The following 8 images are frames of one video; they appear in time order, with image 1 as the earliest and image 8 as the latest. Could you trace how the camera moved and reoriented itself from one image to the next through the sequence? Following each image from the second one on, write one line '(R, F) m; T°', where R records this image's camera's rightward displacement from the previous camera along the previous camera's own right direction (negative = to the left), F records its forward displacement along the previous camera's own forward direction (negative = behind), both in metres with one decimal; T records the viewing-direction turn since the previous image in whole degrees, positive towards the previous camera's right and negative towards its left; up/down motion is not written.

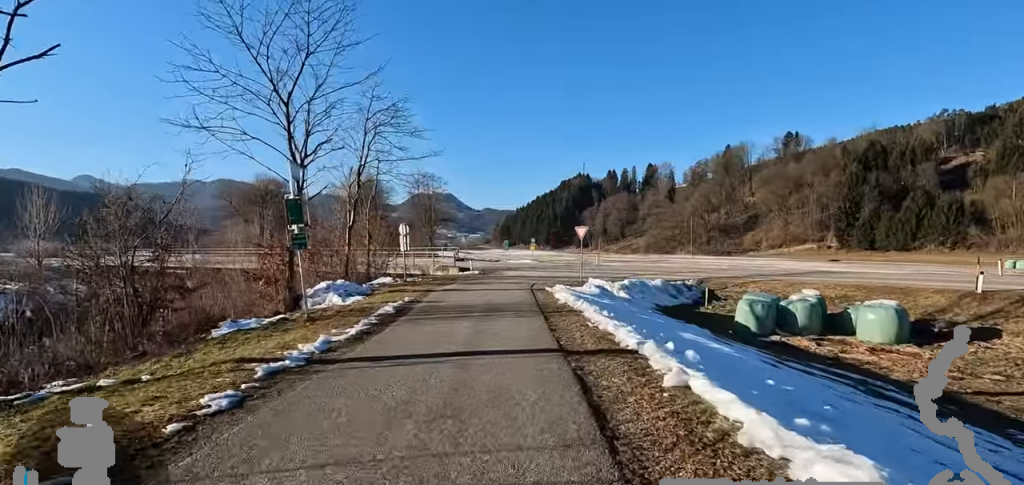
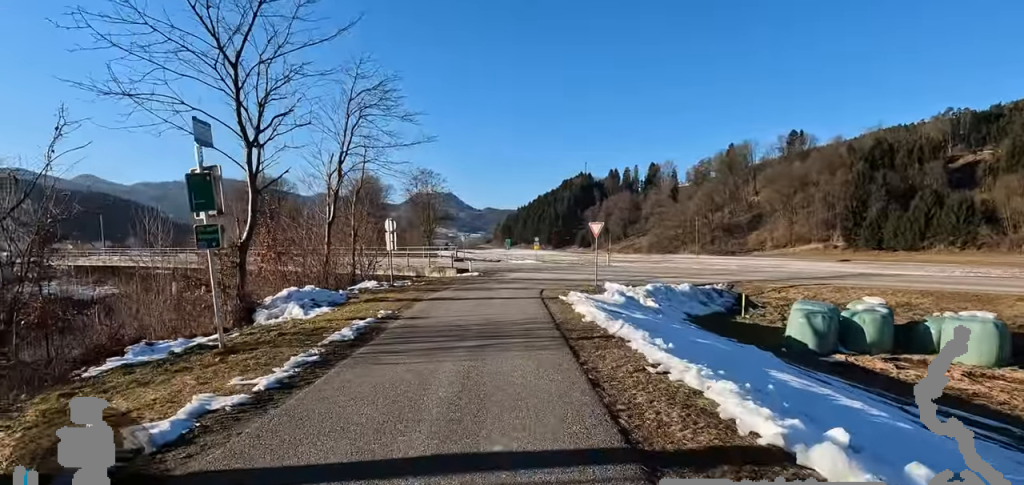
(0.0, +3.2) m; 0°
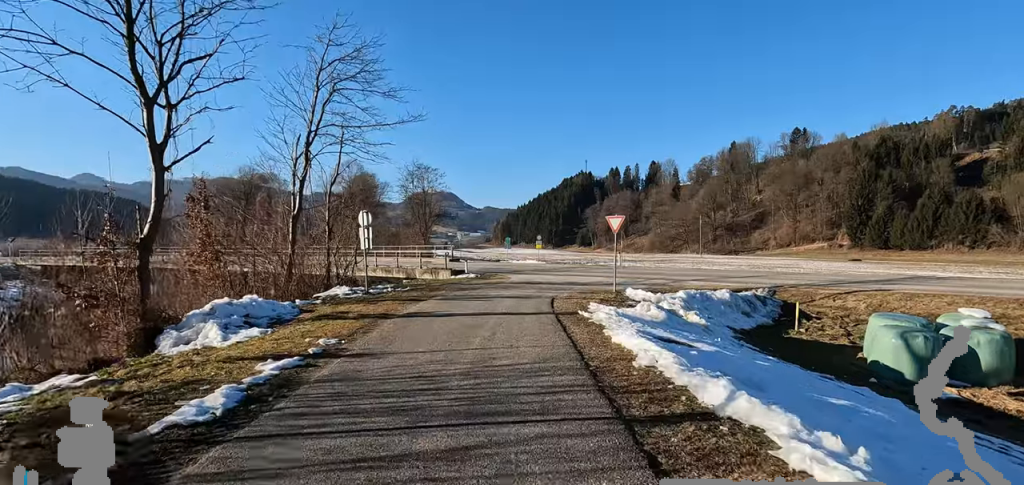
(0.0, +3.6) m; 0°
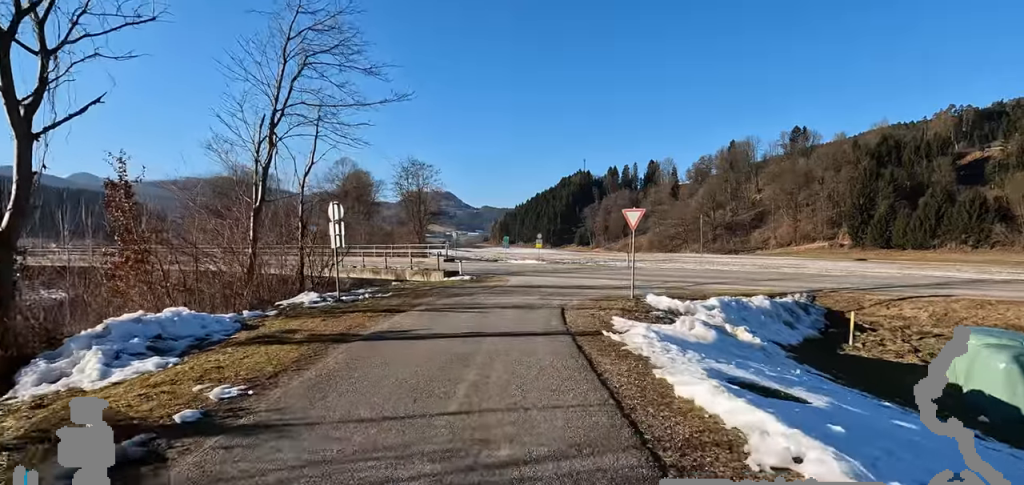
(0.0, +2.6) m; 0°
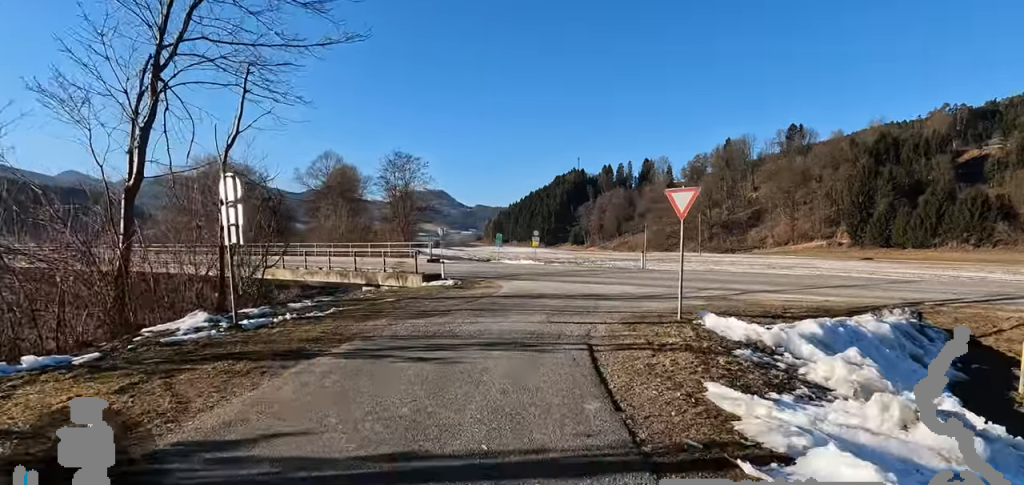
(0.0, +4.5) m; +1°
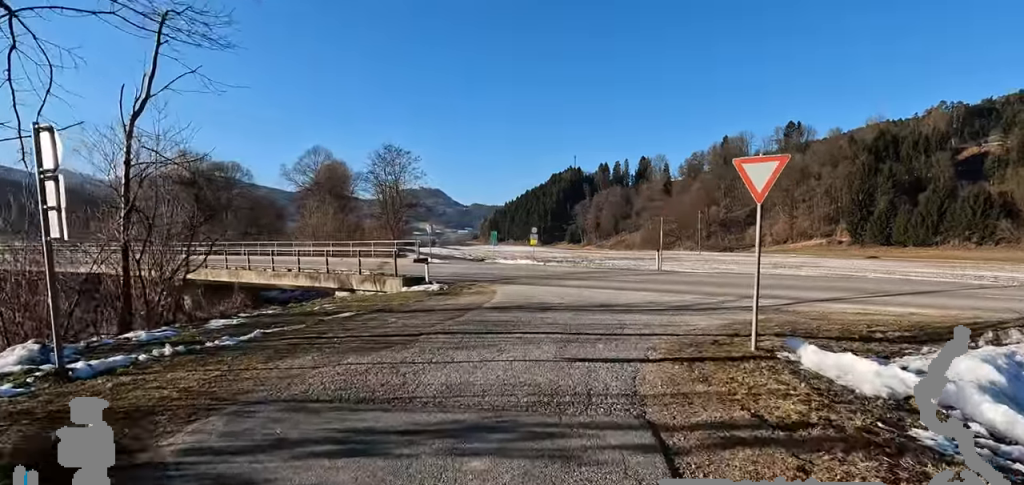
(0.0, +3.1) m; +4°
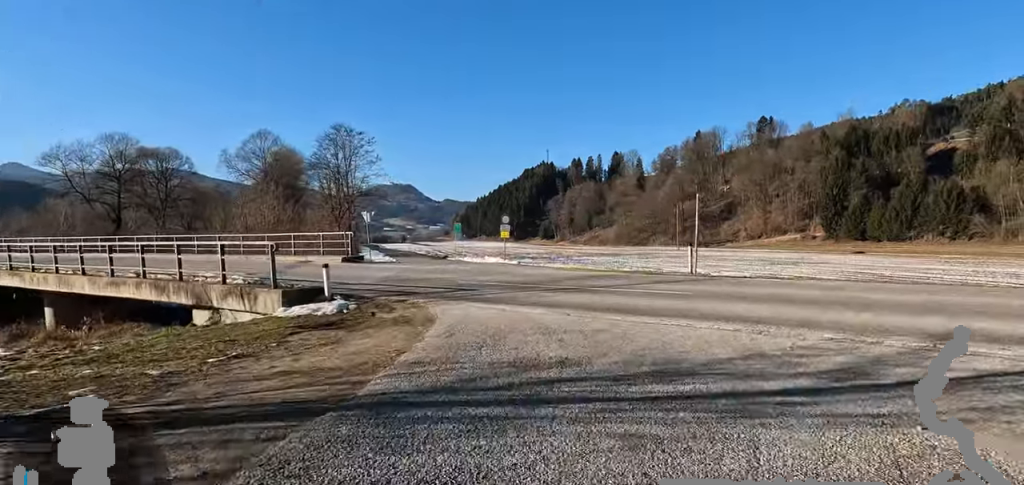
(+0.7, +6.8) m; +4°
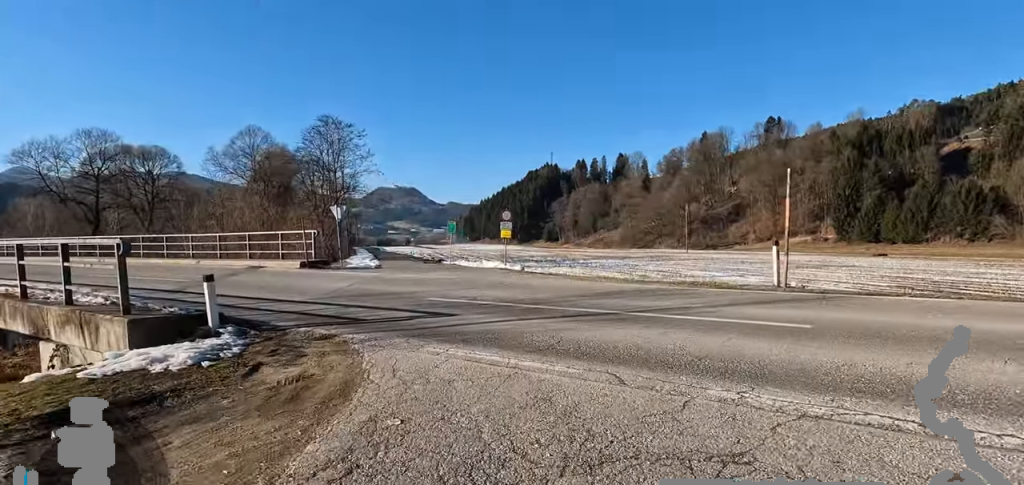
(-0.4, +4.2) m; +2°
